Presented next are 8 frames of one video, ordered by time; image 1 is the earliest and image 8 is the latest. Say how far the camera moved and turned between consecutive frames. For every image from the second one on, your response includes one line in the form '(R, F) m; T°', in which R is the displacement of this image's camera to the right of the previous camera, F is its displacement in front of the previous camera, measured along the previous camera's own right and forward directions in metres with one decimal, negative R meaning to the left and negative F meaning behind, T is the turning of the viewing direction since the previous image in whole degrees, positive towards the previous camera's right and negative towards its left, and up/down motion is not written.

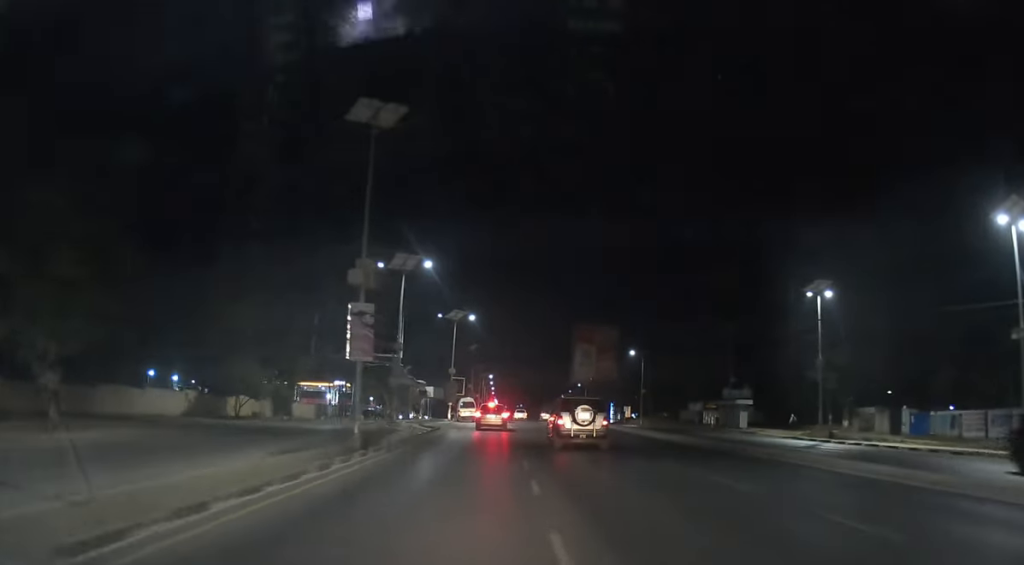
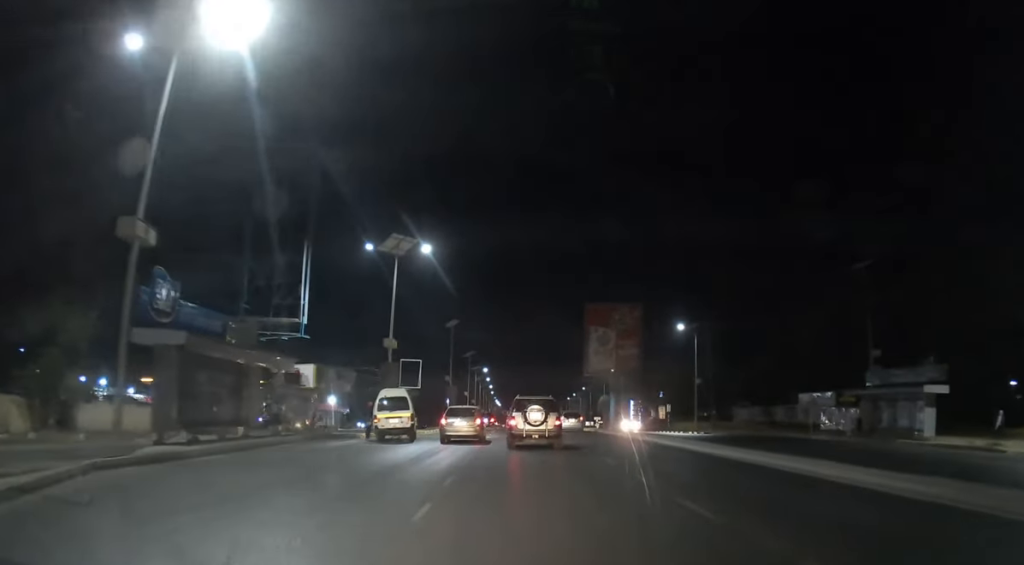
(0.0, +35.4) m; -1°
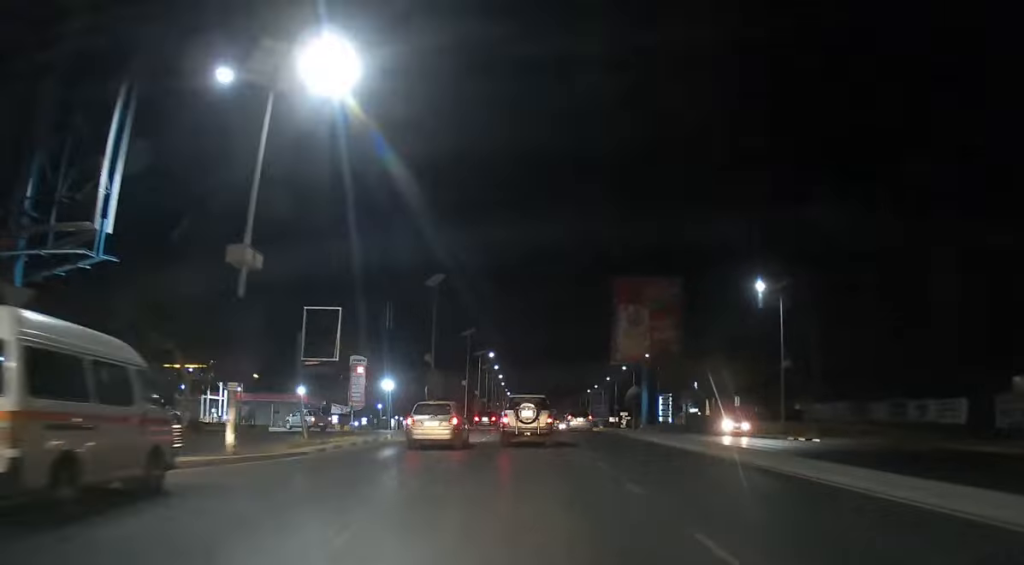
(-0.2, +24.0) m; -1°
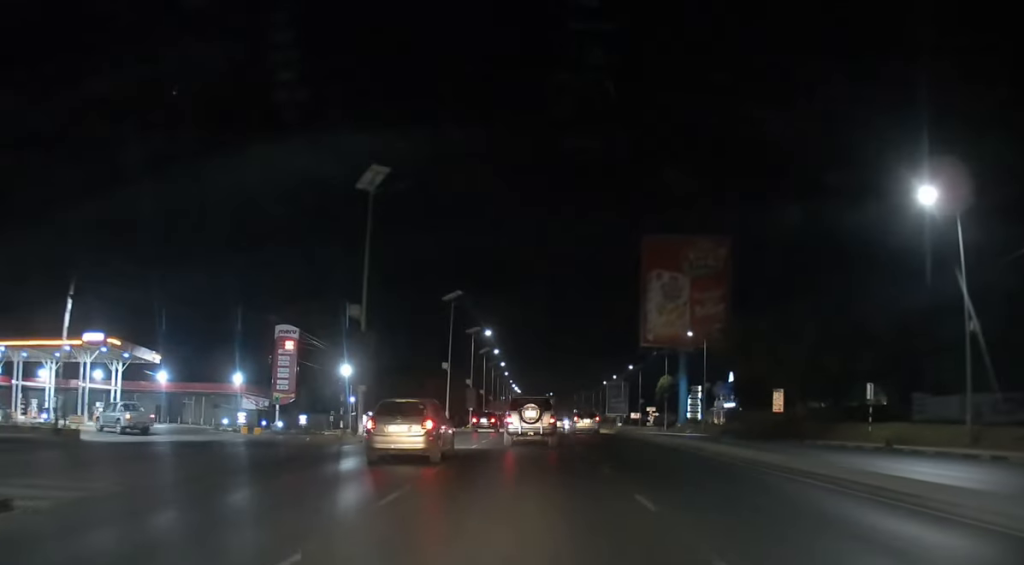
(-0.1, +25.1) m; 0°
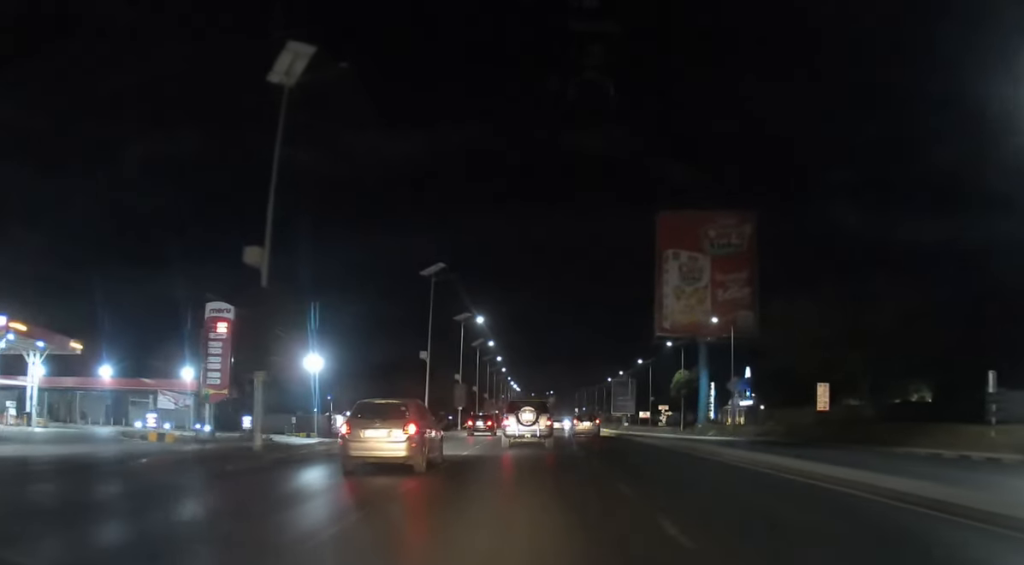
(0.0, +12.0) m; 0°
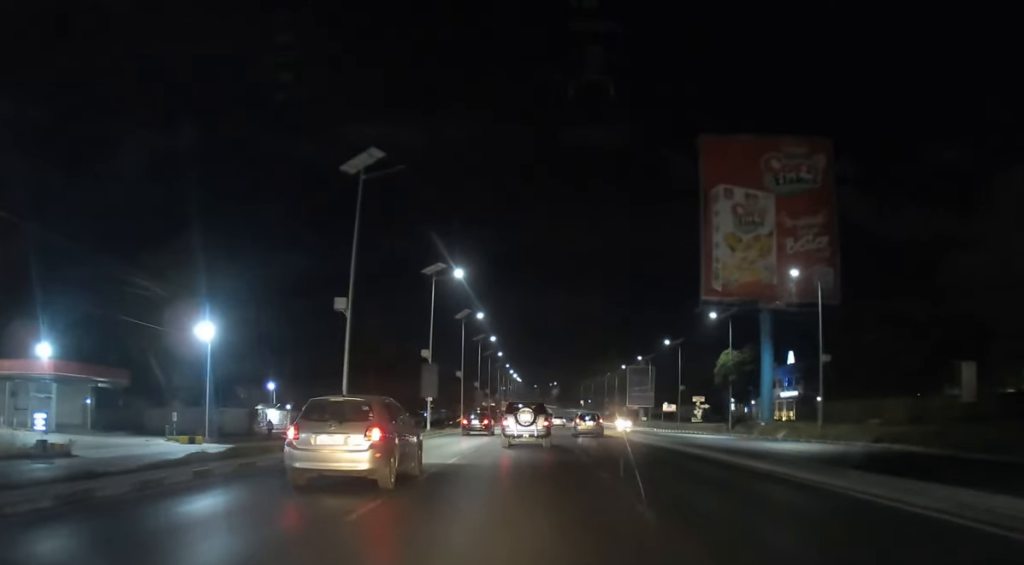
(-0.1, +22.6) m; 0°
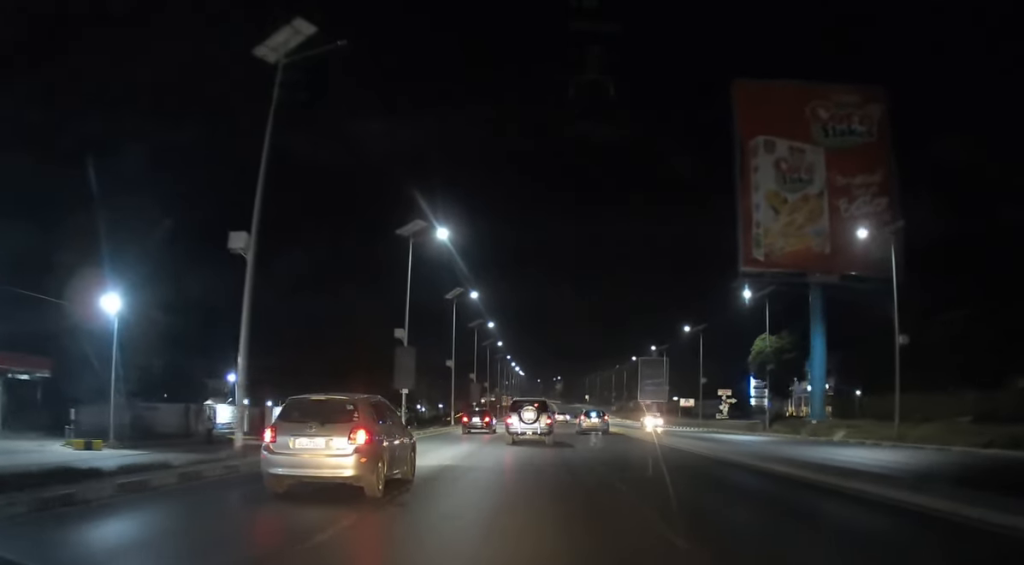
(0.0, +10.8) m; 0°
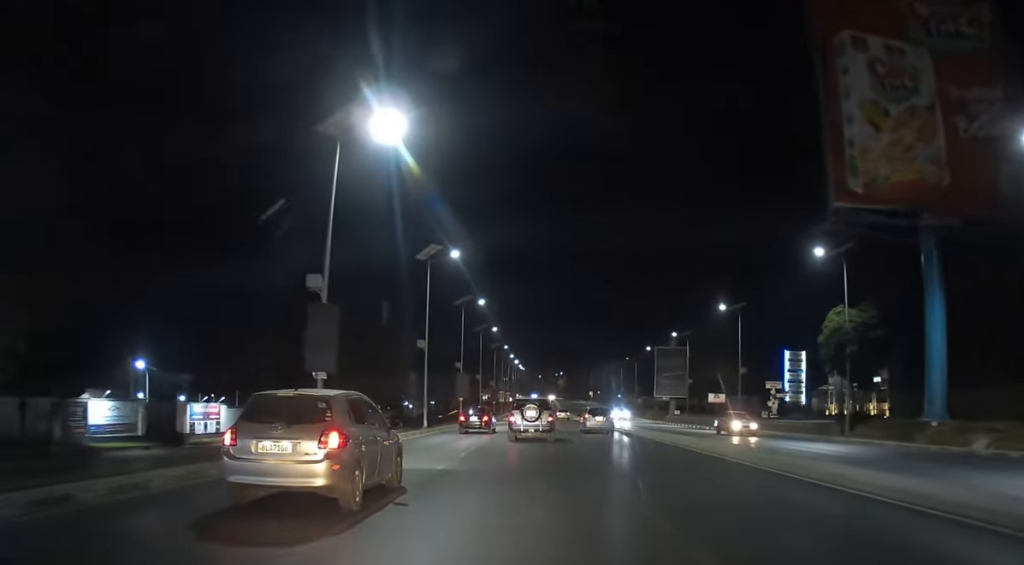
(0.0, +16.0) m; 0°
